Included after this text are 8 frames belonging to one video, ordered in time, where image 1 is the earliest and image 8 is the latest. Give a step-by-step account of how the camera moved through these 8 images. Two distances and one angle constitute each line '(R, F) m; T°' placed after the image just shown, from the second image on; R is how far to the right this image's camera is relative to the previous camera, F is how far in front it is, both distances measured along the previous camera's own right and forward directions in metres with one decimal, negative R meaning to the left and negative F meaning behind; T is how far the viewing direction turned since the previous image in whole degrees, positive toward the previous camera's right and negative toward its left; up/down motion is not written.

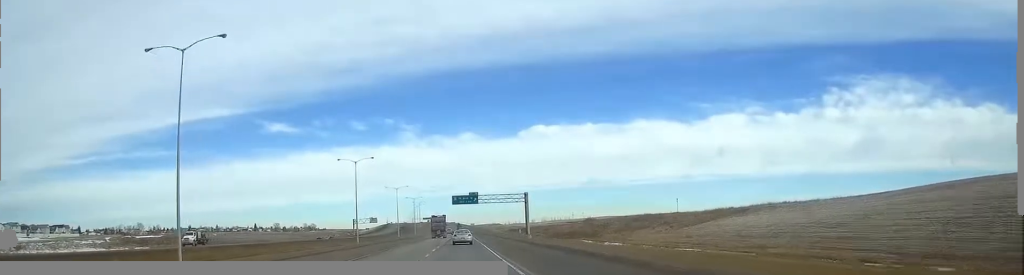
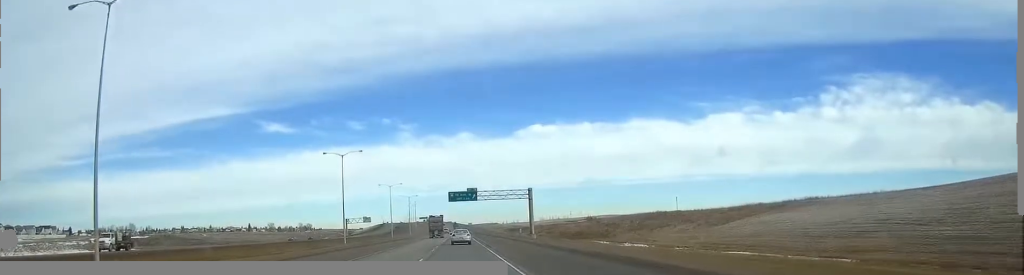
(0.0, +15.2) m; 0°
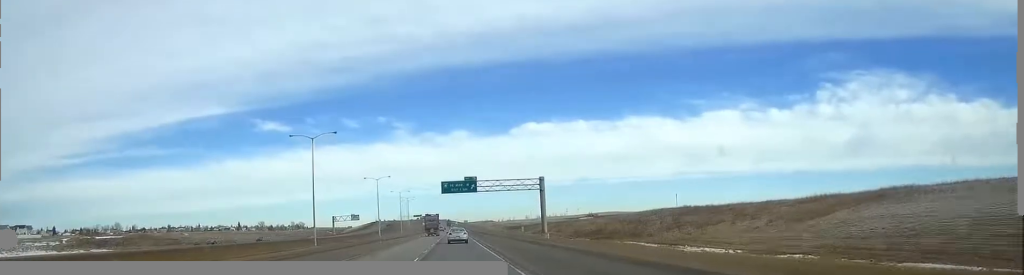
(+0.1, +27.6) m; 0°
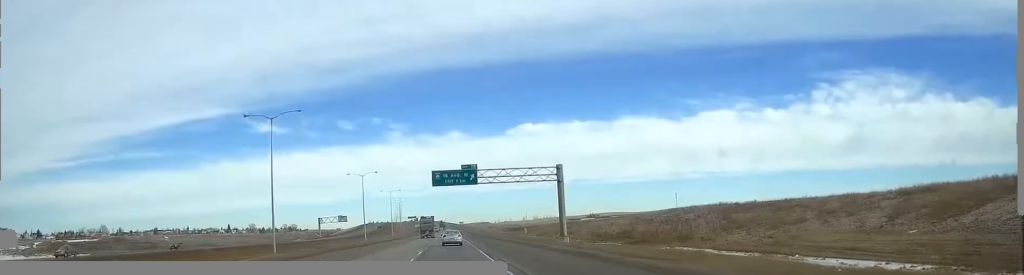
(0.0, +25.7) m; 0°
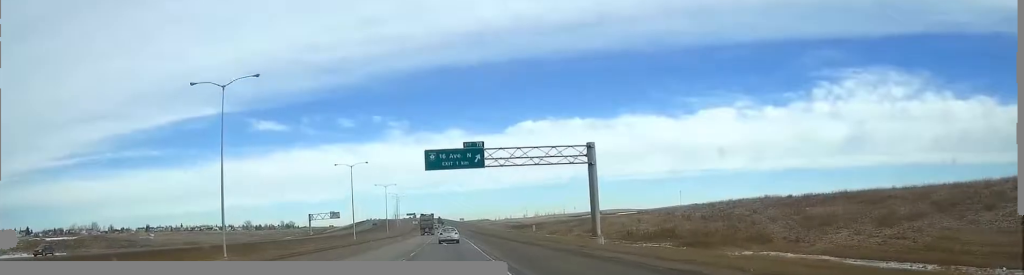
(+0.1, +21.2) m; 0°
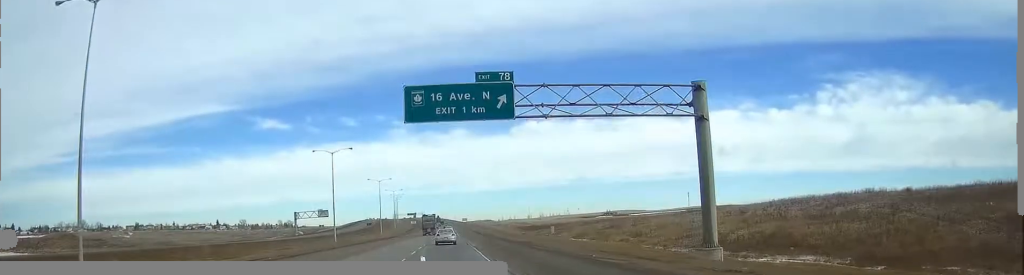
(+0.1, +32.7) m; 0°
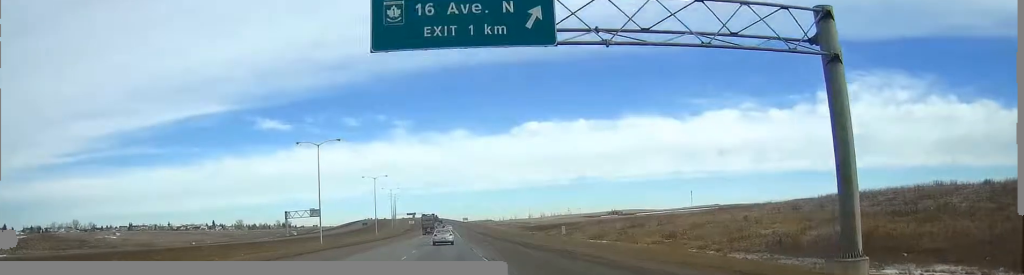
(-0.1, +15.9) m; 0°
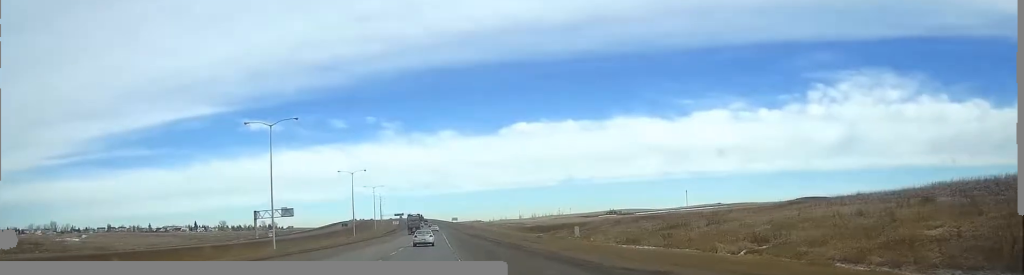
(+0.1, +28.3) m; +1°
